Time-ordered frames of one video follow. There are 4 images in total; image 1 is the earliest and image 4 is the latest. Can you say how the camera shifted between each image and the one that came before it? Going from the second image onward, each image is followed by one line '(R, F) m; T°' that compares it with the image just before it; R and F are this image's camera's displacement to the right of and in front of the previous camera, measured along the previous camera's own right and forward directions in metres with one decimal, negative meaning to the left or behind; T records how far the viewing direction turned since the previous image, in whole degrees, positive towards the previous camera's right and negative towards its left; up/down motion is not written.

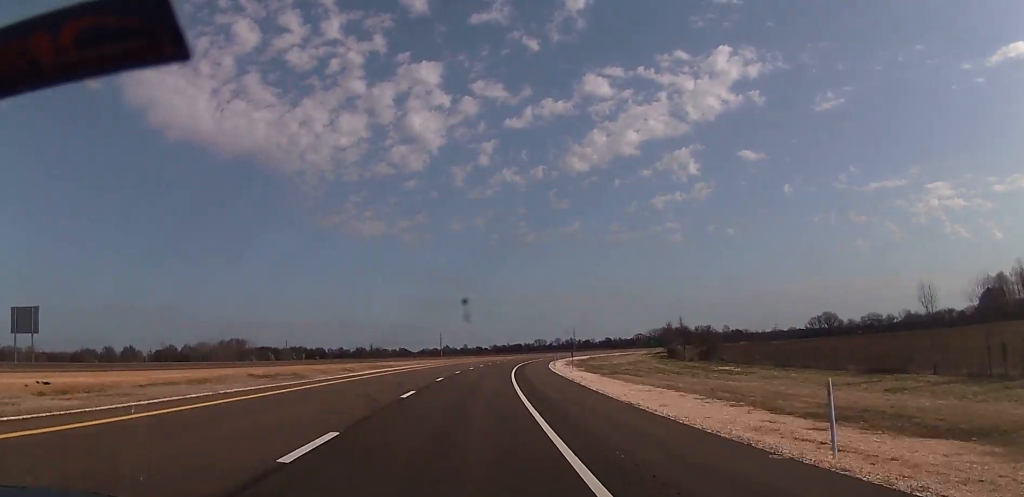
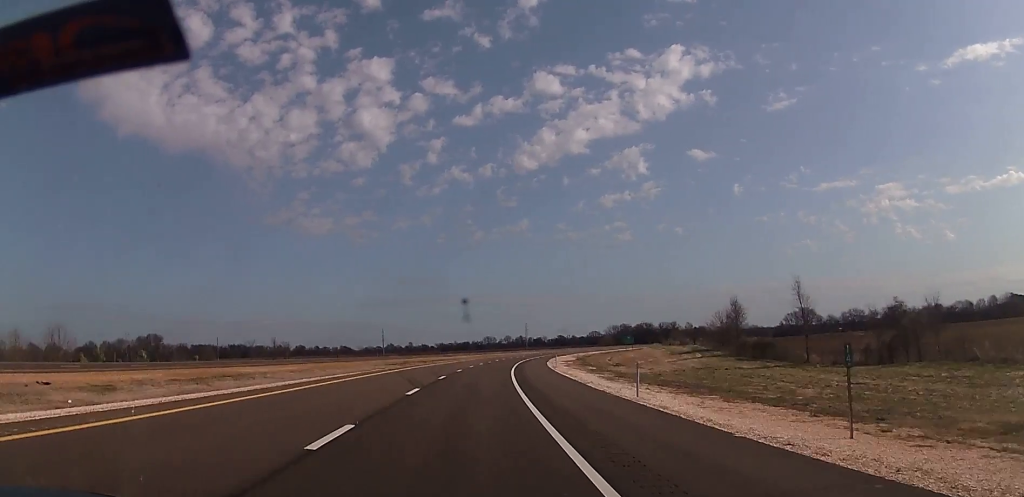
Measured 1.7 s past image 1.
(+2.9, +59.3) m; +5°
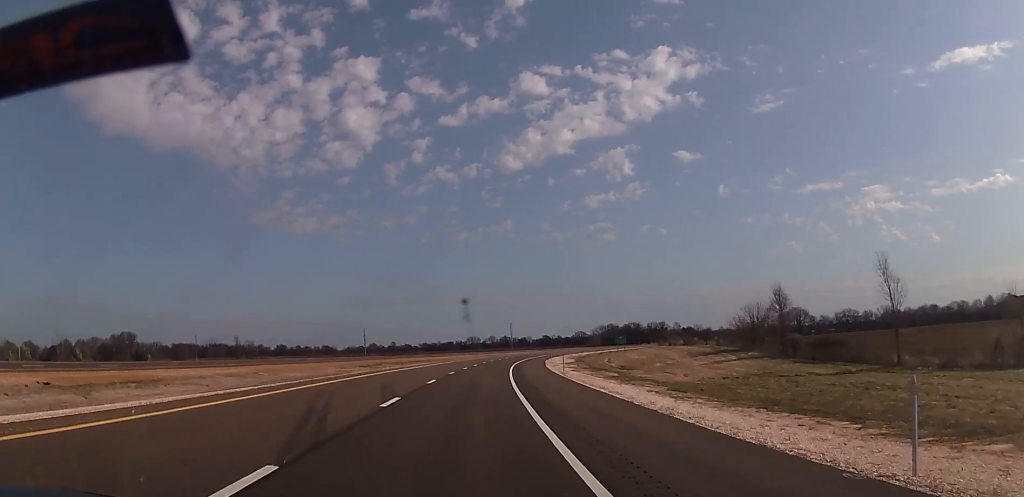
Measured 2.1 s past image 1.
(+0.2, +16.6) m; +1°
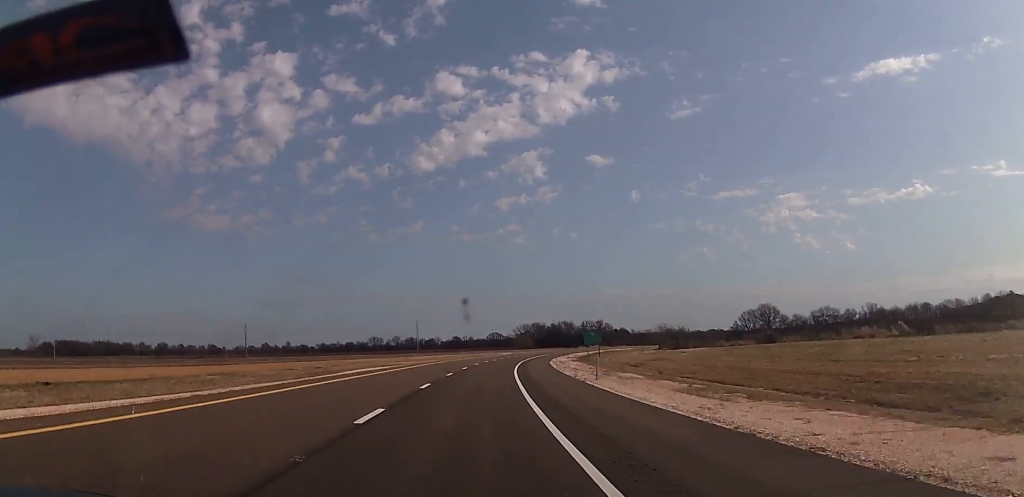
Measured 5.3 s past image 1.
(+8.4, +111.6) m; +8°
